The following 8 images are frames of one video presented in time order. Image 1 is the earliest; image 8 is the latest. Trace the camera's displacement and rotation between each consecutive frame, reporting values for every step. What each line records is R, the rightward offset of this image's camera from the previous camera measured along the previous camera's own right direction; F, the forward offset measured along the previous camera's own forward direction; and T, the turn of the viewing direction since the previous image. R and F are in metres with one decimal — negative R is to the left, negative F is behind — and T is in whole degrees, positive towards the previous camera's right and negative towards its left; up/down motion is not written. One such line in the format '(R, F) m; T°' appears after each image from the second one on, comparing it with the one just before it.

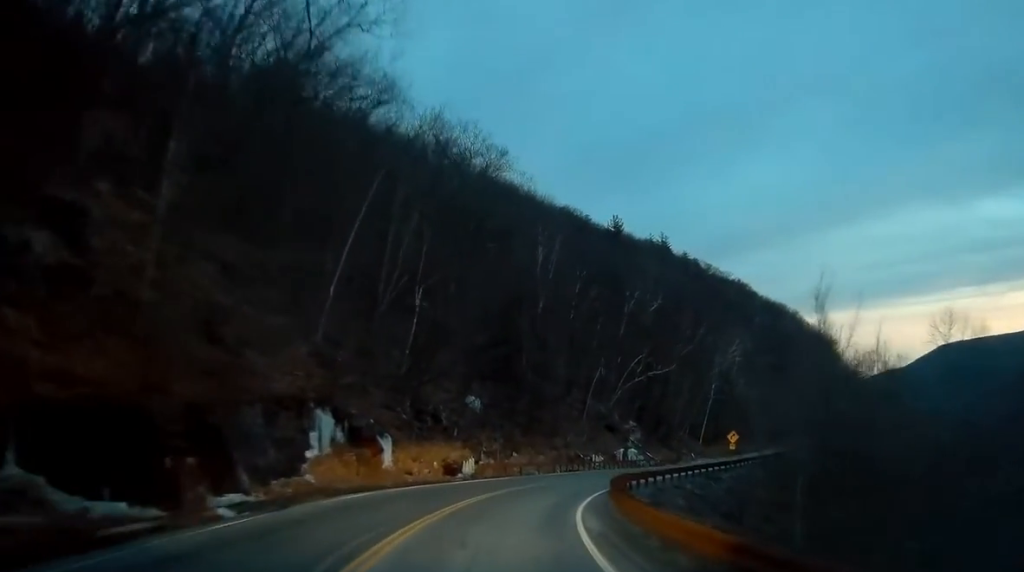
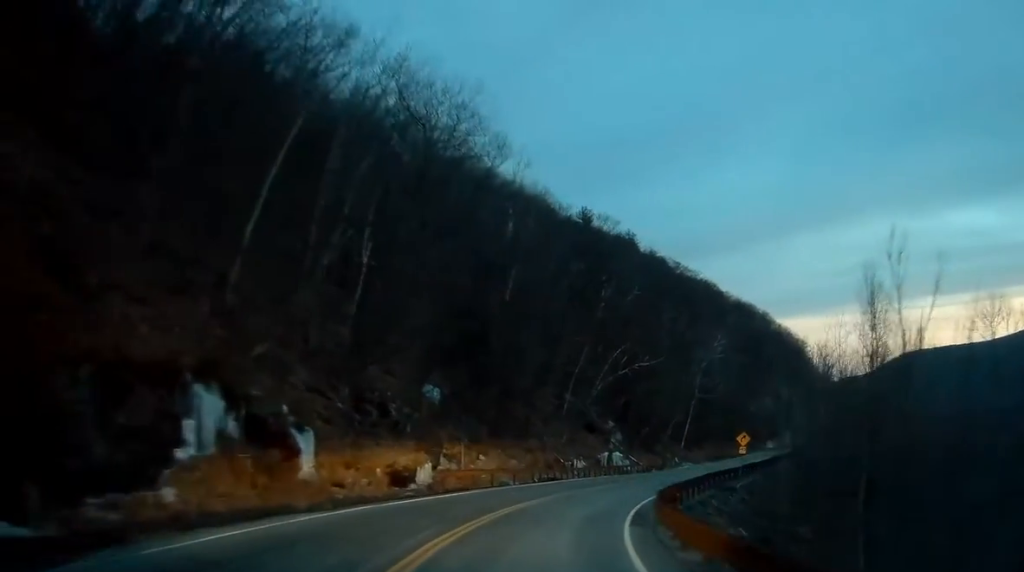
(+0.7, +9.0) m; +5°
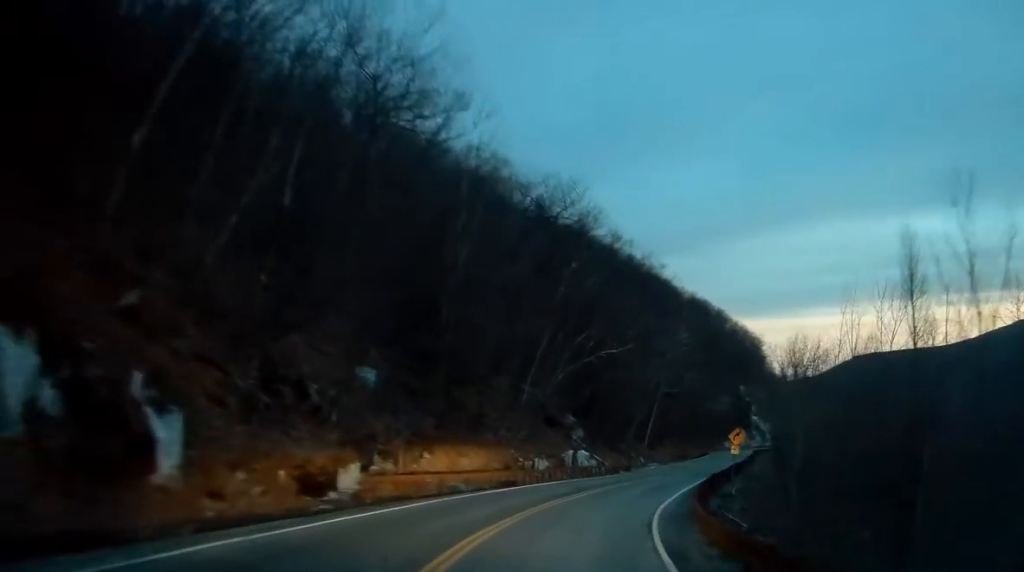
(+0.3, +6.9) m; +5°
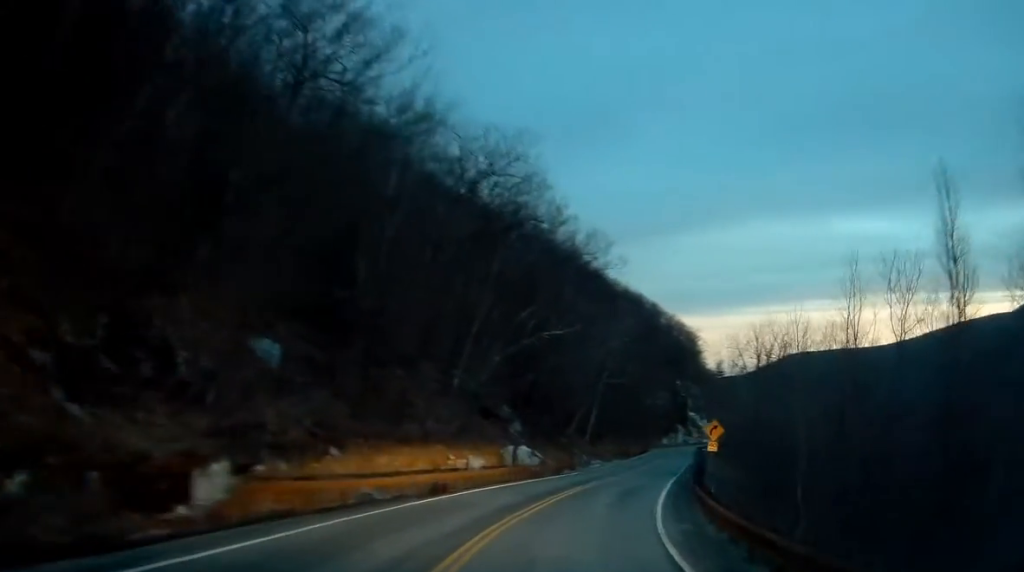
(-0.1, +6.4) m; +5°
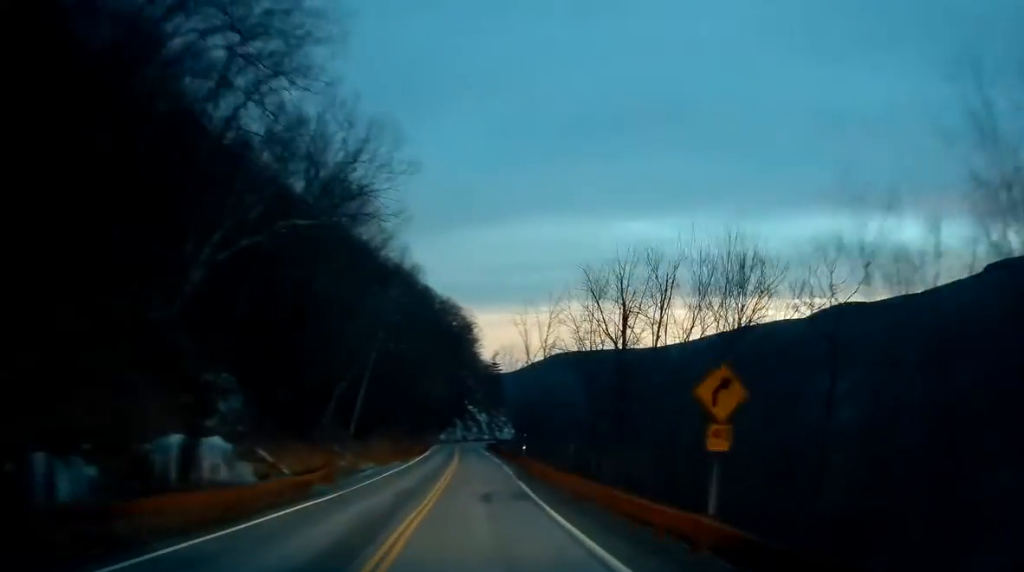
(+3.7, +19.9) m; +18°
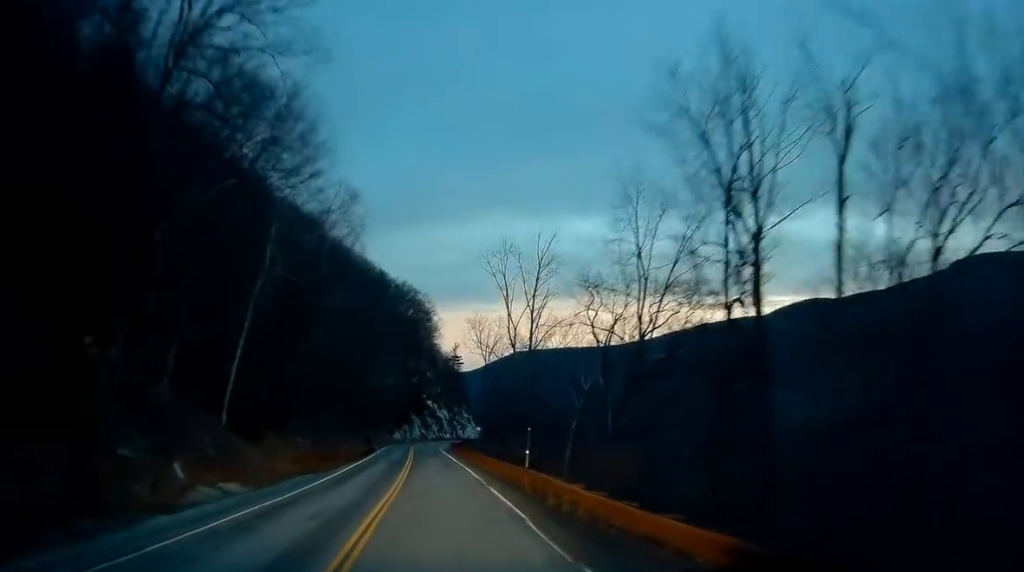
(+1.8, +19.8) m; +6°
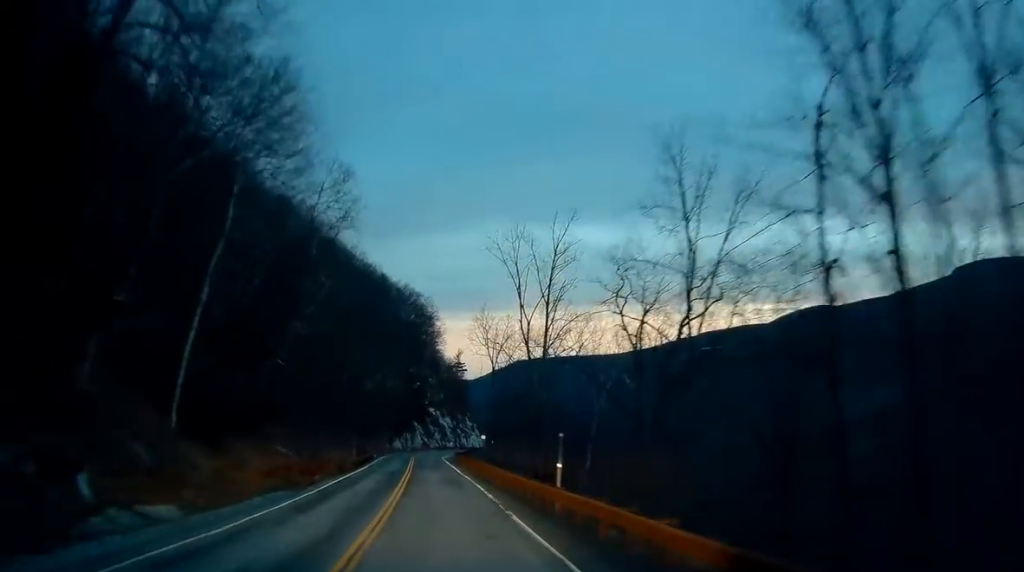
(0.0, +5.6) m; 0°
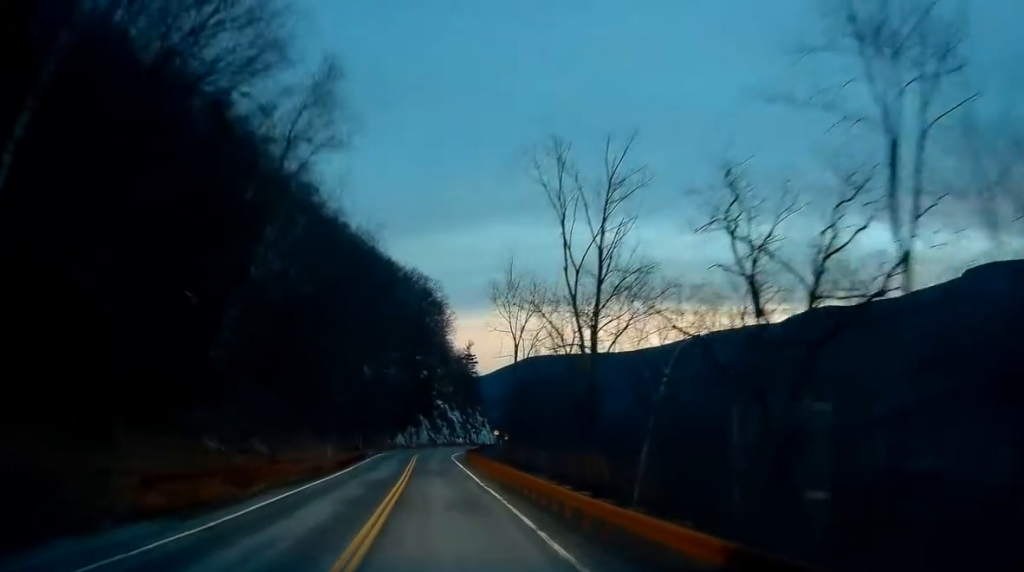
(-0.1, +11.9) m; -1°
